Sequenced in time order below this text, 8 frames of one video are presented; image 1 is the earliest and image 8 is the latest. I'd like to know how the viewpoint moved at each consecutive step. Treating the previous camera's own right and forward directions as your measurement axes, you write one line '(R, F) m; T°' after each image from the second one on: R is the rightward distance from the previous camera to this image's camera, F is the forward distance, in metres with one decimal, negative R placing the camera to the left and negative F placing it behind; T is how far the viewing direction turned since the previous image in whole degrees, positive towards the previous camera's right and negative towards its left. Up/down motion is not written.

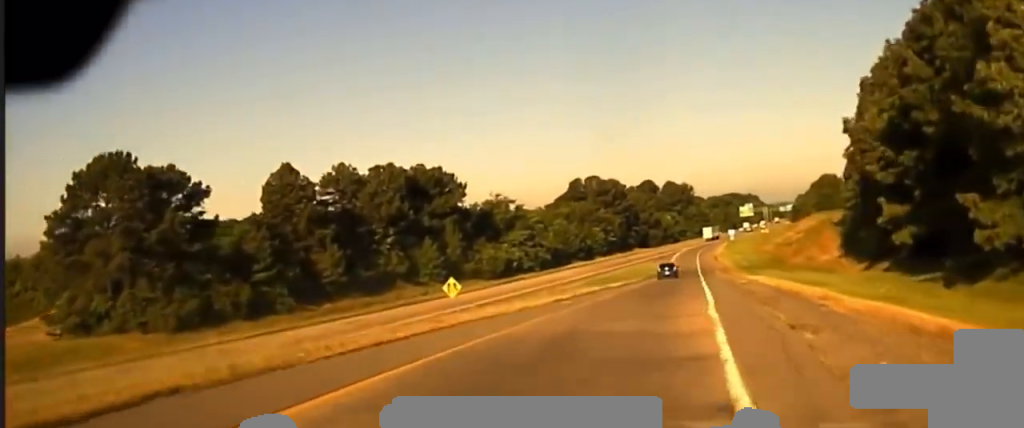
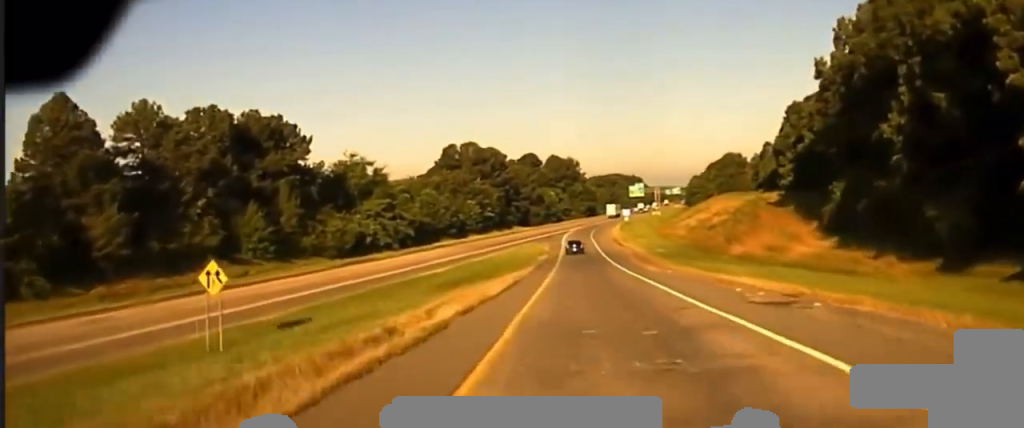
(+3.3, +32.6) m; +8°
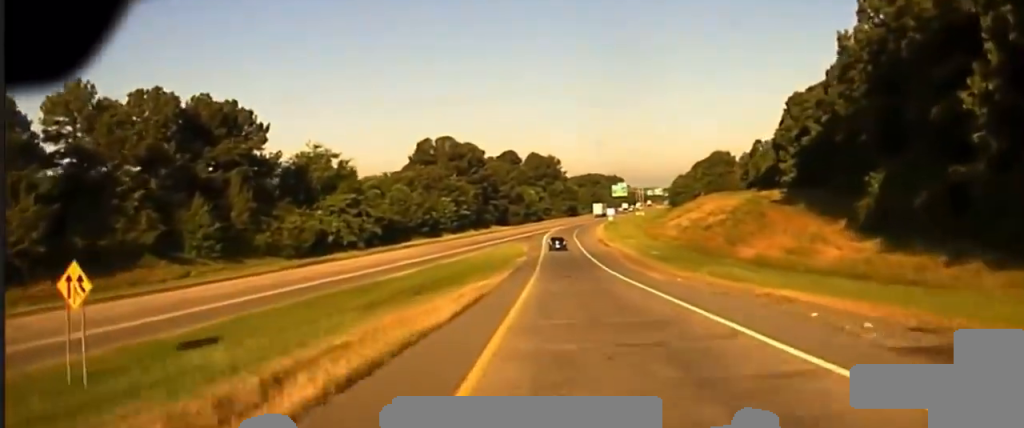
(+0.2, +11.4) m; +2°
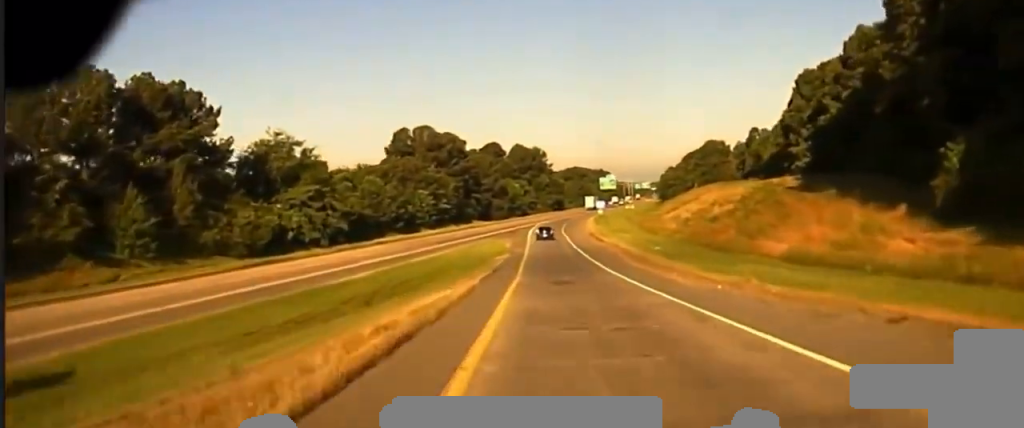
(0.0, +12.1) m; +2°
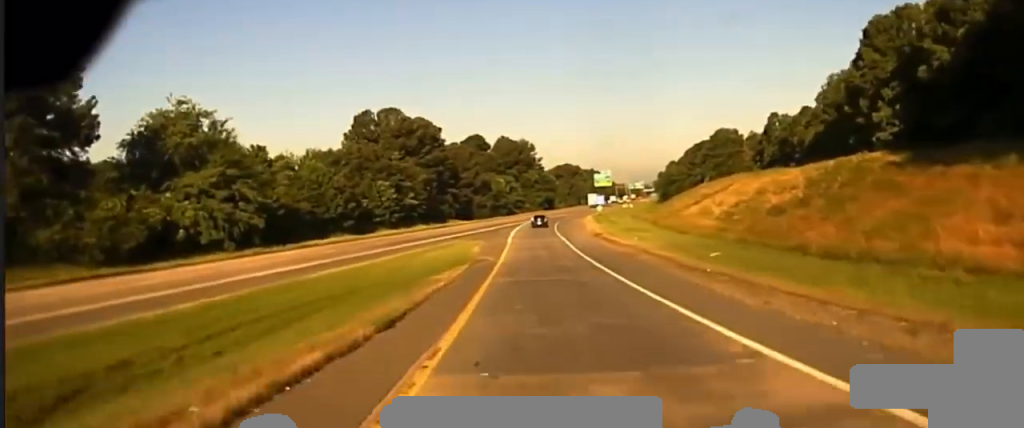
(+1.1, +25.4) m; +2°
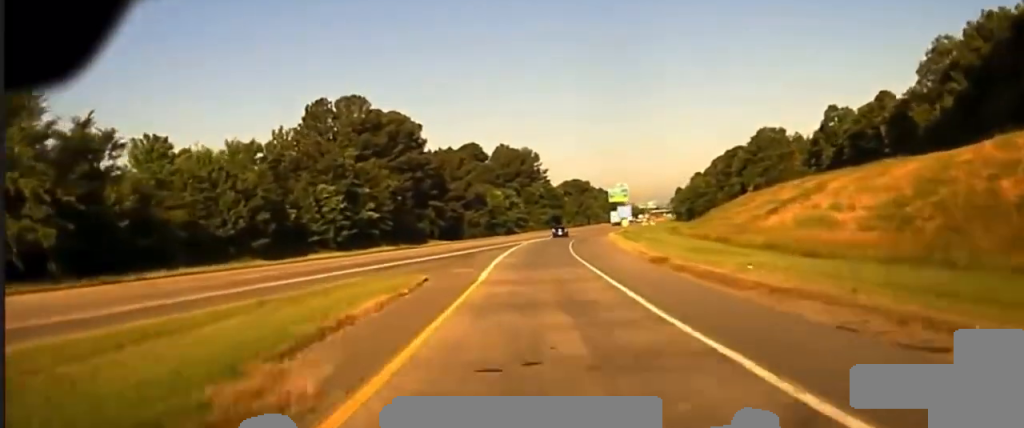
(-0.2, +31.7) m; -1°
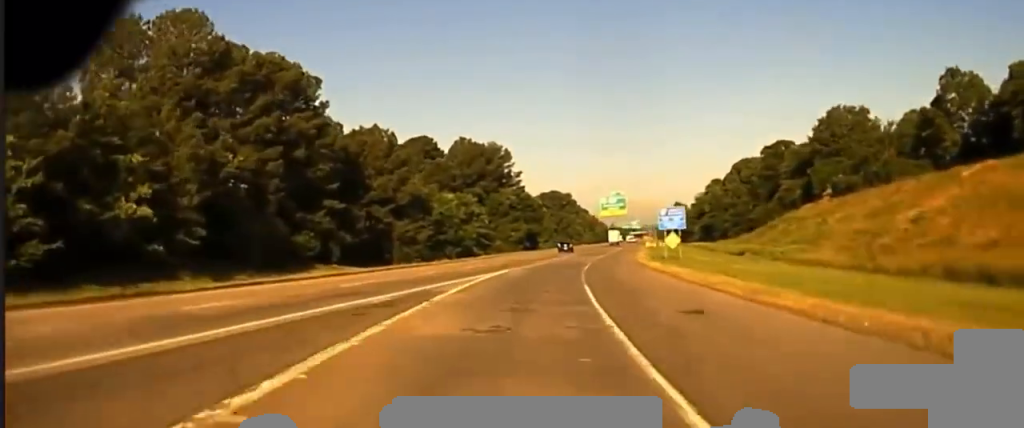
(+0.4, +53.3) m; +2°
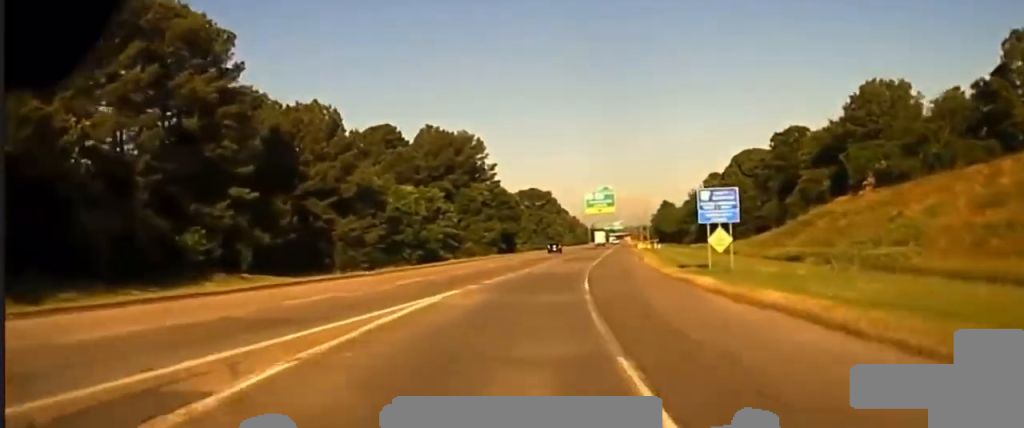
(+0.2, +21.3) m; +1°
